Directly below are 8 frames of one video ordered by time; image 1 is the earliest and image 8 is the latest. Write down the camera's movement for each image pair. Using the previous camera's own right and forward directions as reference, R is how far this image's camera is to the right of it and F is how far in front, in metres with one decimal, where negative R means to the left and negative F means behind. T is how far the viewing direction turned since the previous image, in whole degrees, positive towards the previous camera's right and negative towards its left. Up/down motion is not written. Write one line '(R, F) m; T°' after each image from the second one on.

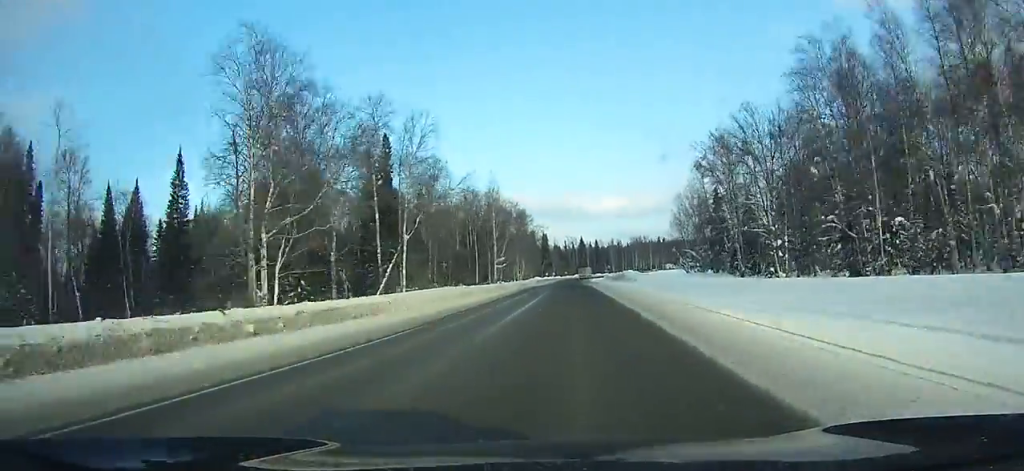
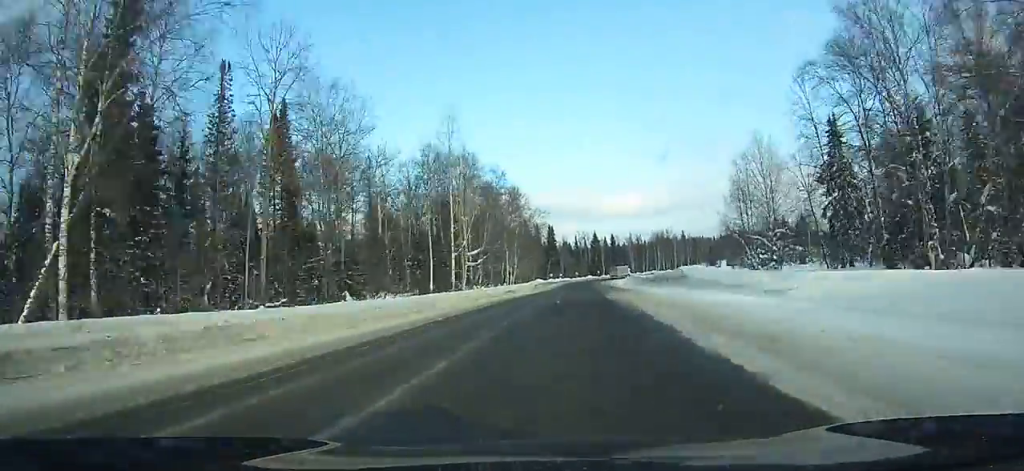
(-0.6, +41.1) m; -1°
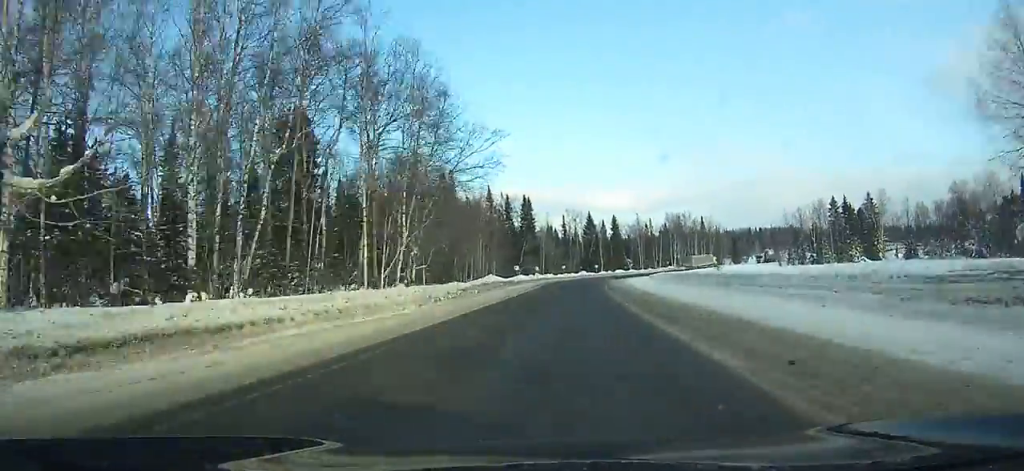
(-0.5, +69.5) m; 0°
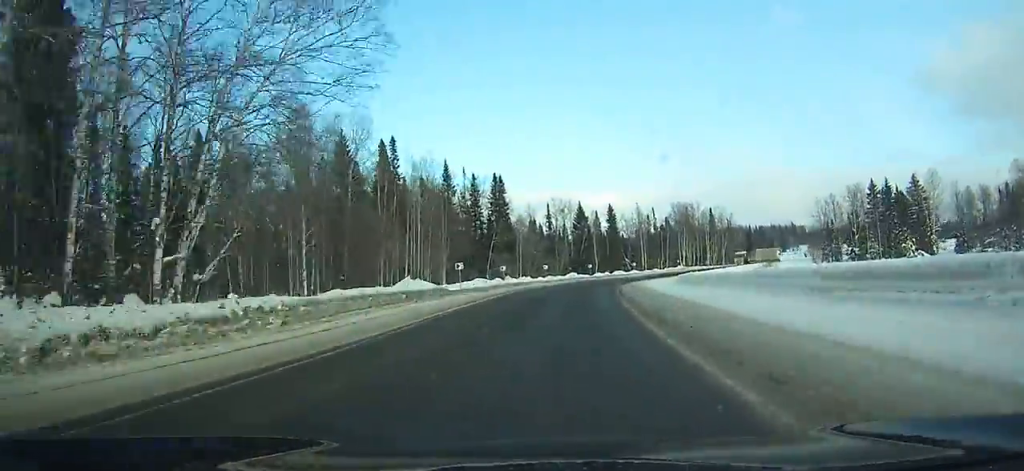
(-0.1, +32.7) m; +1°
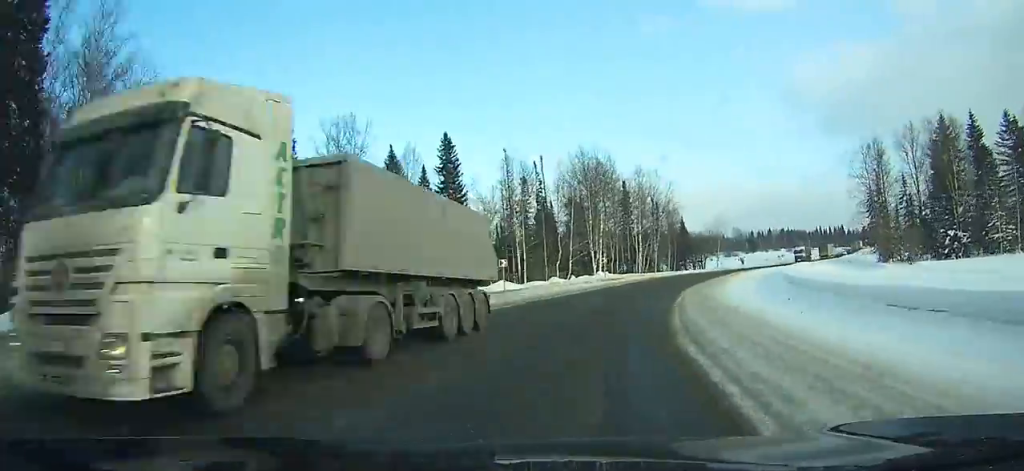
(+8.5, +87.3) m; +16°
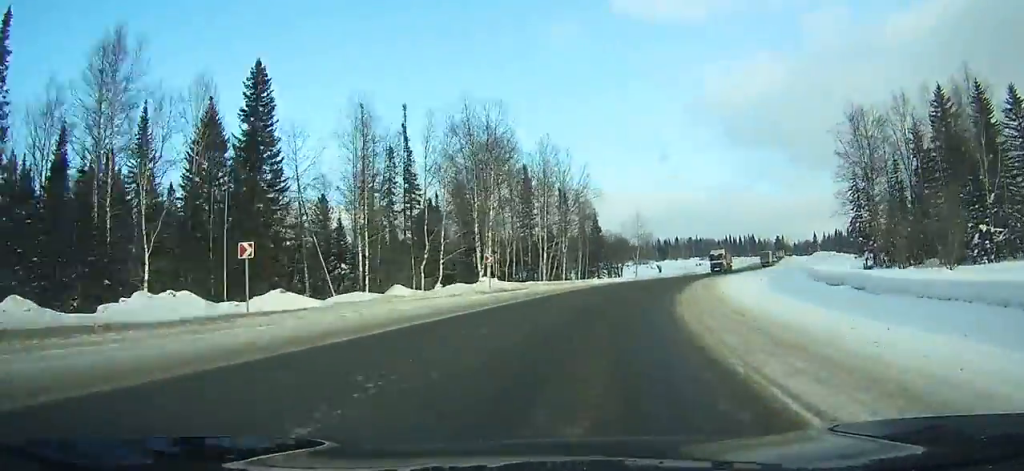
(+1.8, +25.5) m; +7°
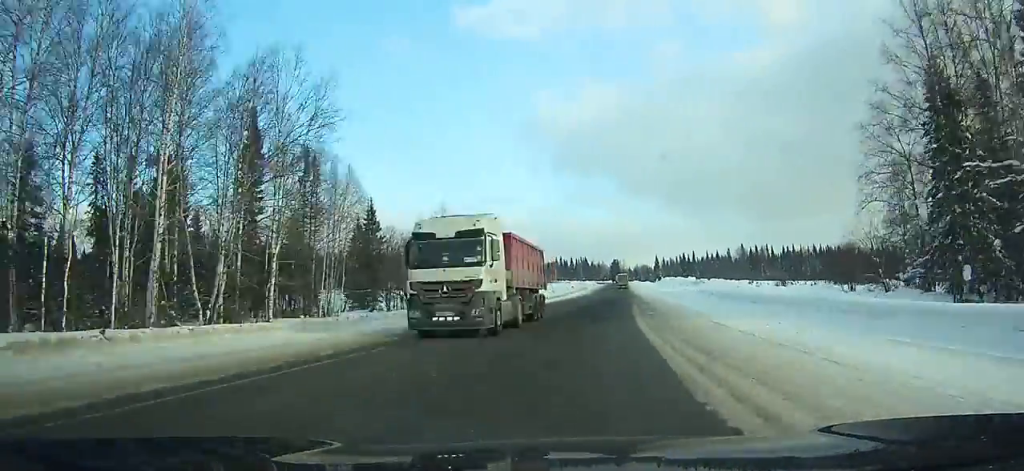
(+4.5, +44.6) m; +13°
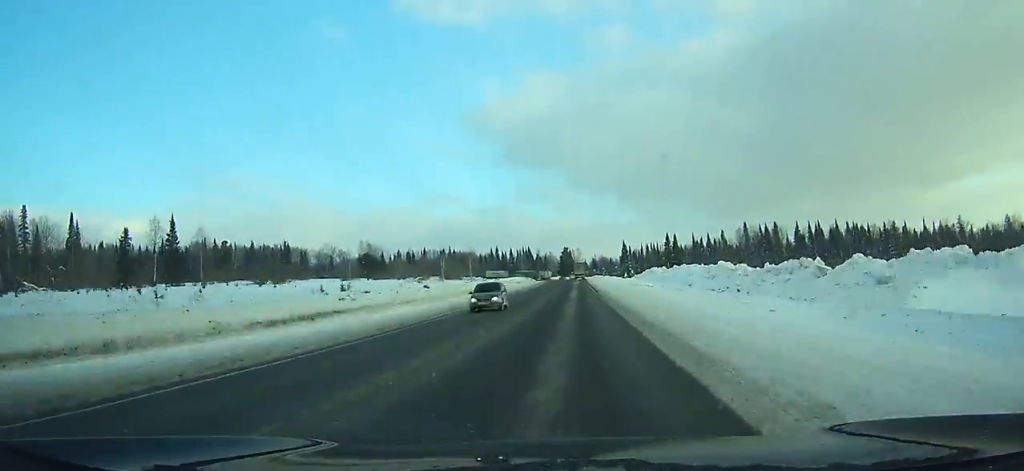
(+15.1, +102.0) m; +9°
